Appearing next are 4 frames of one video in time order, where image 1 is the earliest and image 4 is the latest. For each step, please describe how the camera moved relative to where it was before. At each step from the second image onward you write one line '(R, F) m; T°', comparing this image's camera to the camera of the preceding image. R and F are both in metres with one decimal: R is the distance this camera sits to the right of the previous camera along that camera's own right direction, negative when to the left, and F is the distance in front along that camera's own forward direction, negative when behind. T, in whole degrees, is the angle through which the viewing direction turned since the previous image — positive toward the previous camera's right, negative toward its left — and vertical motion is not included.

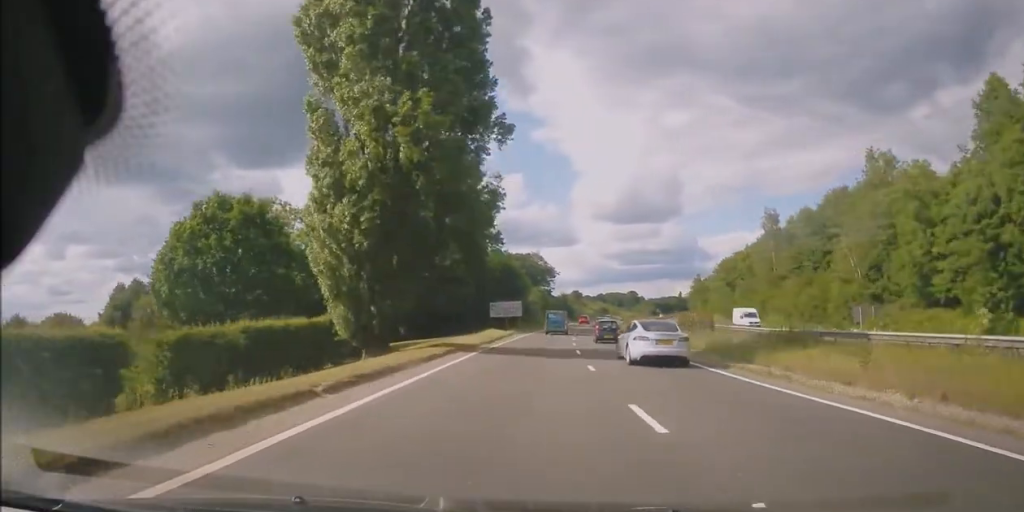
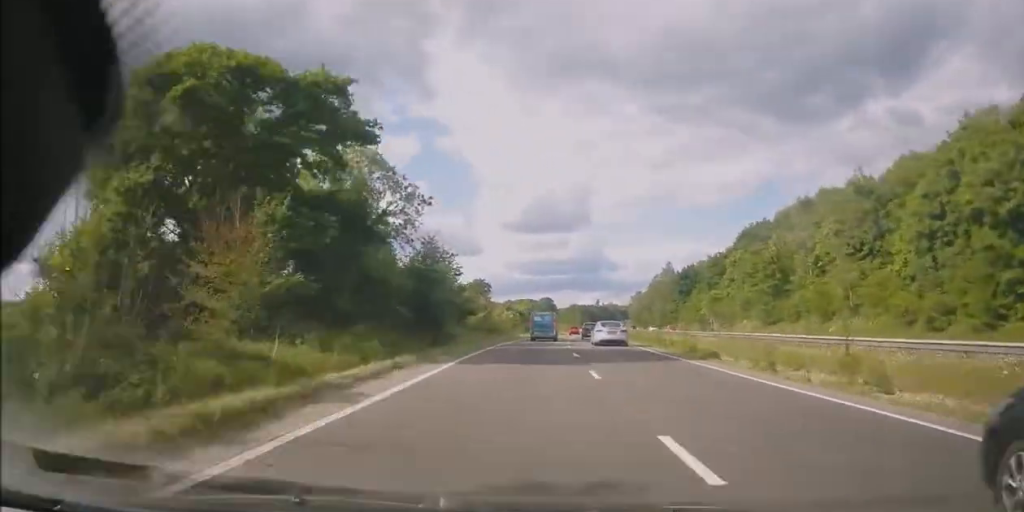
(+6.3, +87.2) m; +8°
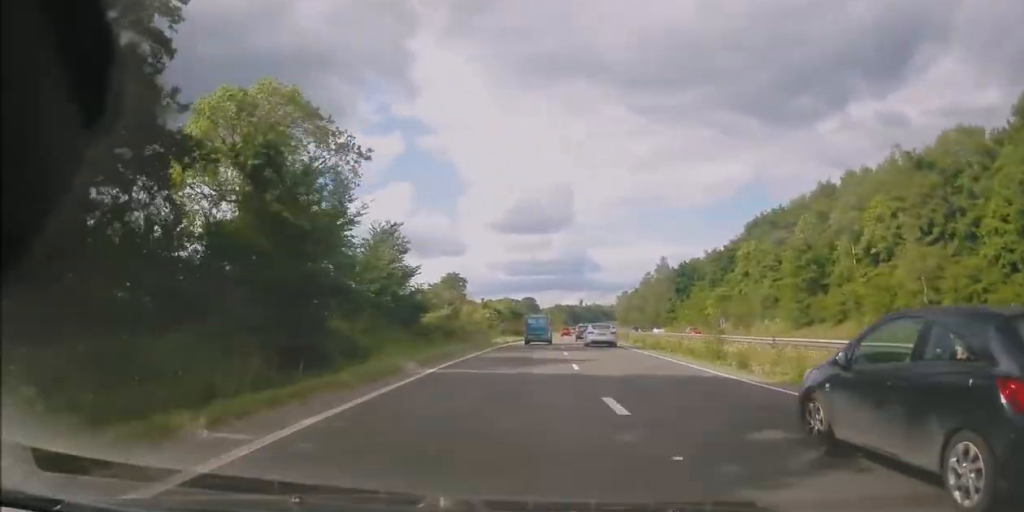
(+0.2, +12.6) m; +1°
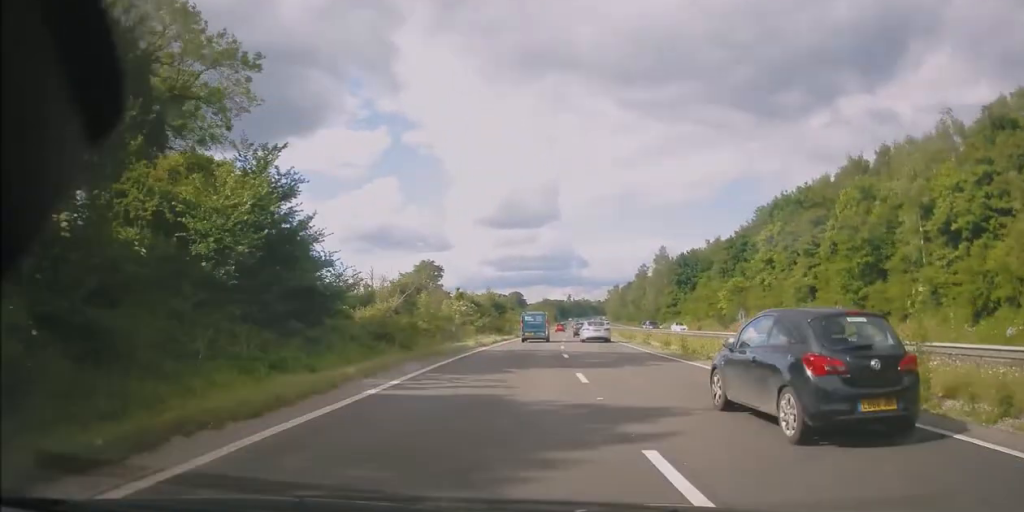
(+0.1, +12.8) m; +1°
